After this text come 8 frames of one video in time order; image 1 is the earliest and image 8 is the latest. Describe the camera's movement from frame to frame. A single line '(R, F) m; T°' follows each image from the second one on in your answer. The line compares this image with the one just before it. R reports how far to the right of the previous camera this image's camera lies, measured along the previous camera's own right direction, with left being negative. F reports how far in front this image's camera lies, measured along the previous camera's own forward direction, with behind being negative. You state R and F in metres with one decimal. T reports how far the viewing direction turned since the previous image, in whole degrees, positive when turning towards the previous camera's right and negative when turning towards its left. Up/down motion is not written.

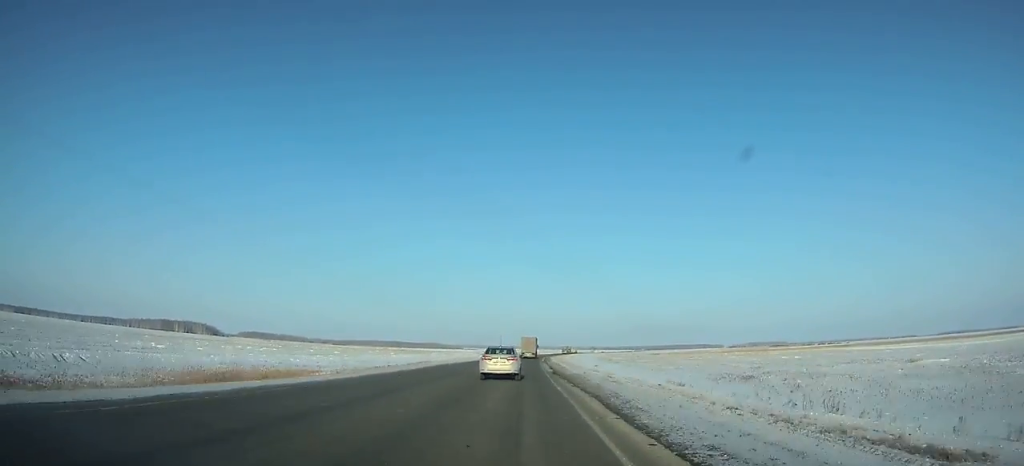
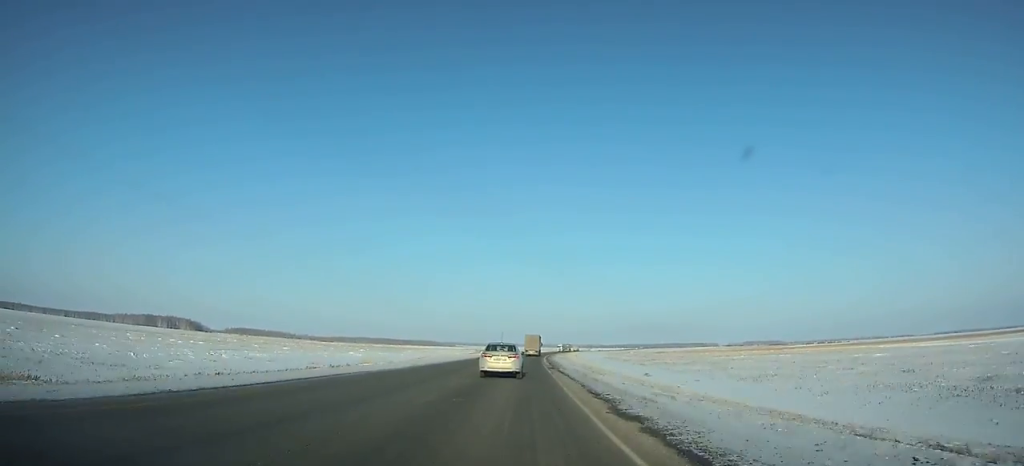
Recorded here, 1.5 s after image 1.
(-0.2, +33.3) m; +1°
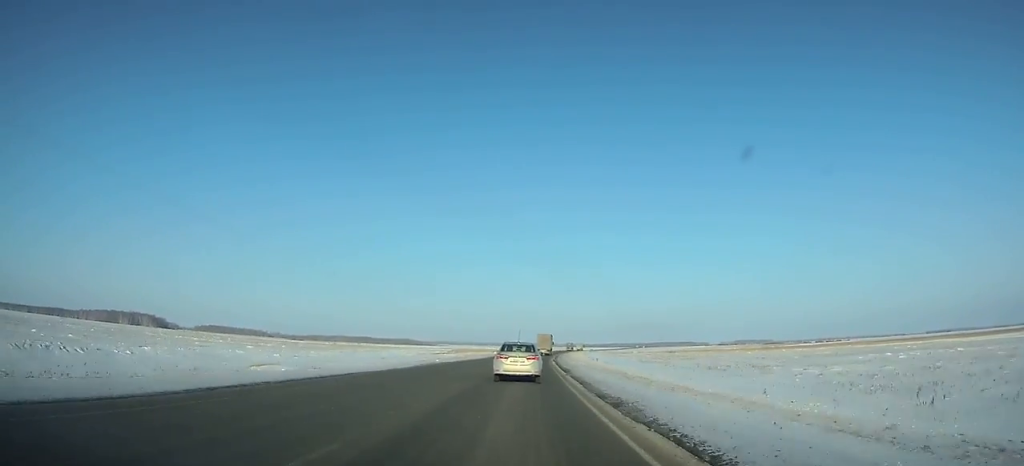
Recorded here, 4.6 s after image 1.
(+1.1, +68.4) m; +2°
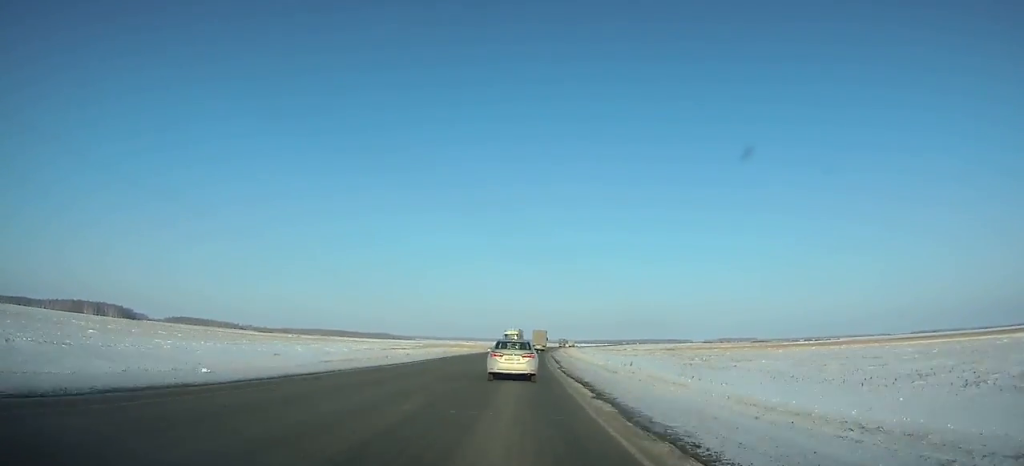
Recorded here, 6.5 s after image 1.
(+1.1, +41.8) m; +2°
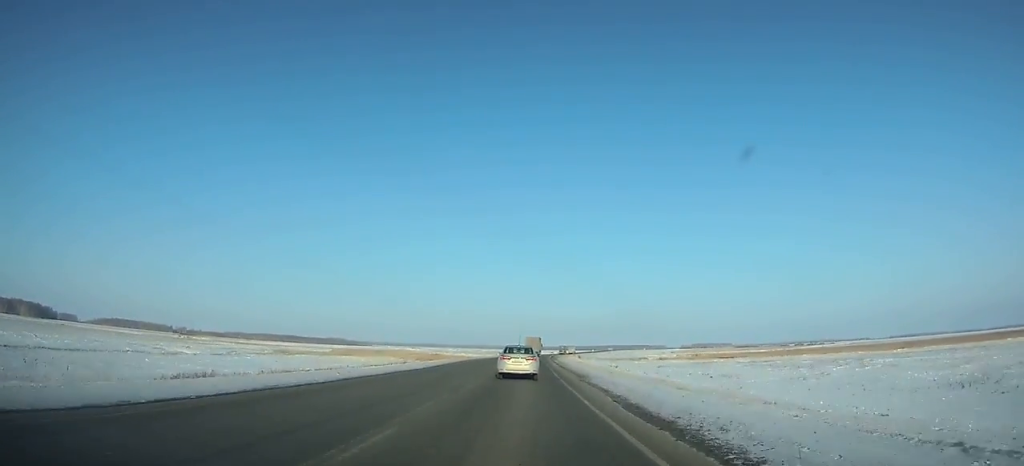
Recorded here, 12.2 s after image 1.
(+4.4, +126.2) m; +3°
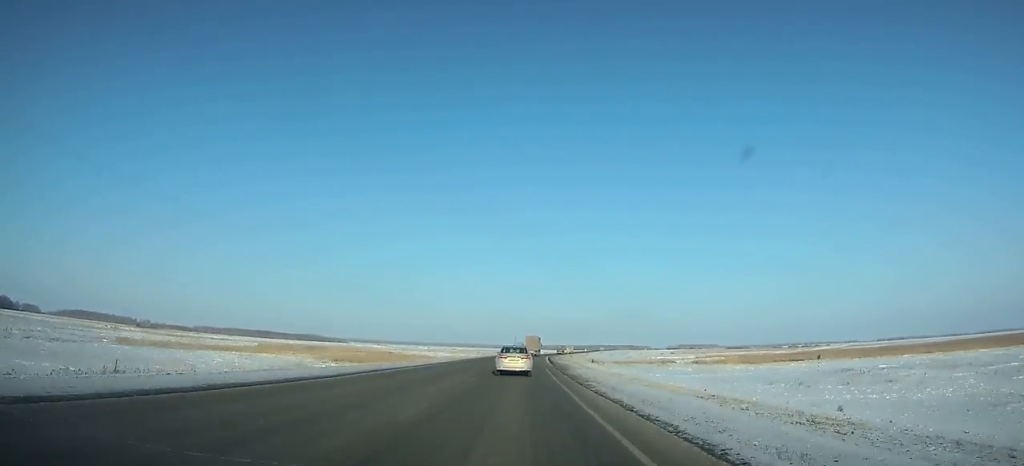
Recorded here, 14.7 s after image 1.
(+0.6, +56.1) m; +1°
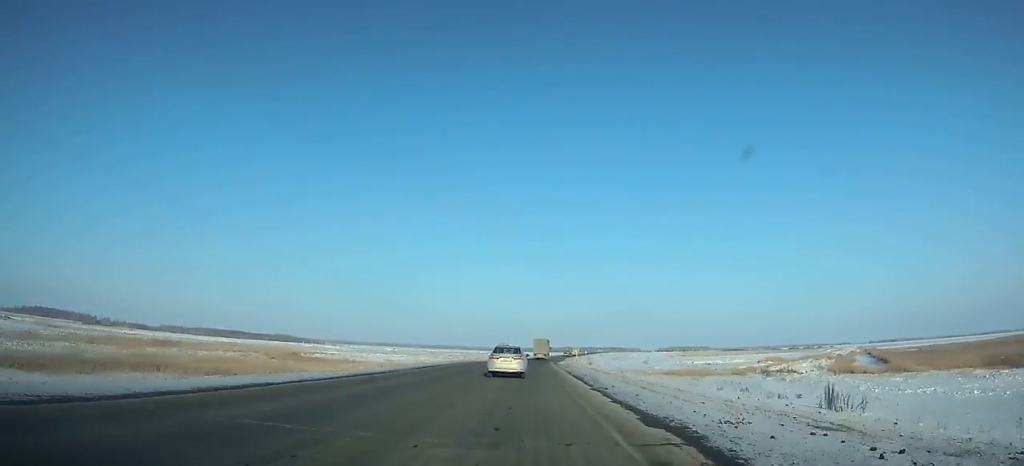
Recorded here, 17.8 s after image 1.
(+1.1, +69.8) m; +2°
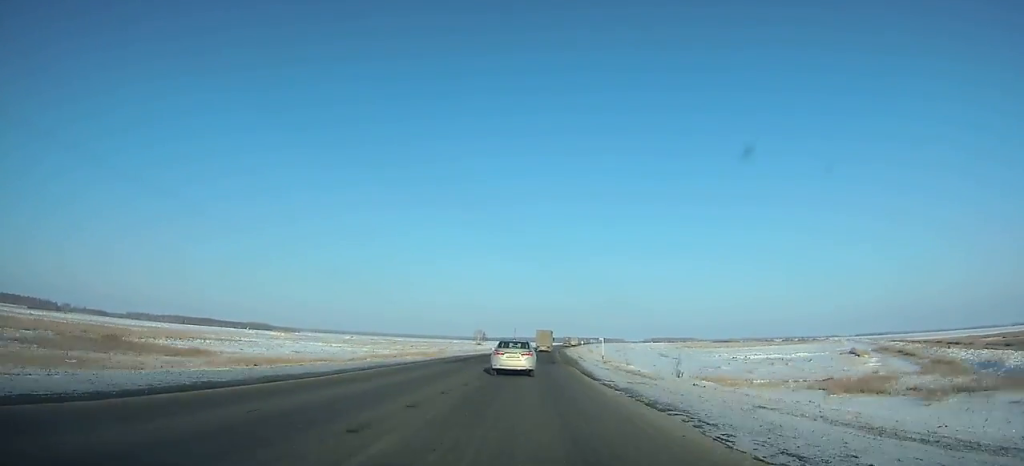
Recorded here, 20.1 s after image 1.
(+0.5, +51.2) m; +2°
